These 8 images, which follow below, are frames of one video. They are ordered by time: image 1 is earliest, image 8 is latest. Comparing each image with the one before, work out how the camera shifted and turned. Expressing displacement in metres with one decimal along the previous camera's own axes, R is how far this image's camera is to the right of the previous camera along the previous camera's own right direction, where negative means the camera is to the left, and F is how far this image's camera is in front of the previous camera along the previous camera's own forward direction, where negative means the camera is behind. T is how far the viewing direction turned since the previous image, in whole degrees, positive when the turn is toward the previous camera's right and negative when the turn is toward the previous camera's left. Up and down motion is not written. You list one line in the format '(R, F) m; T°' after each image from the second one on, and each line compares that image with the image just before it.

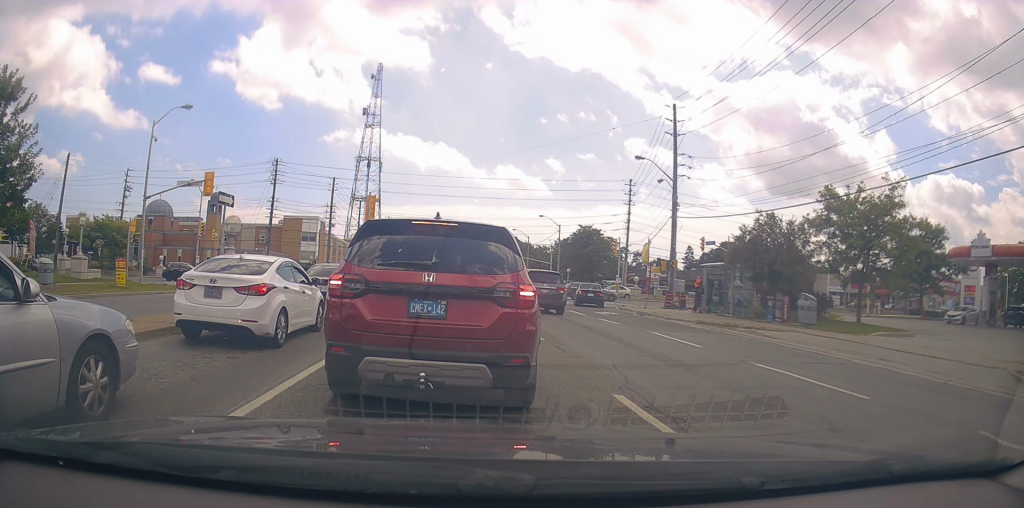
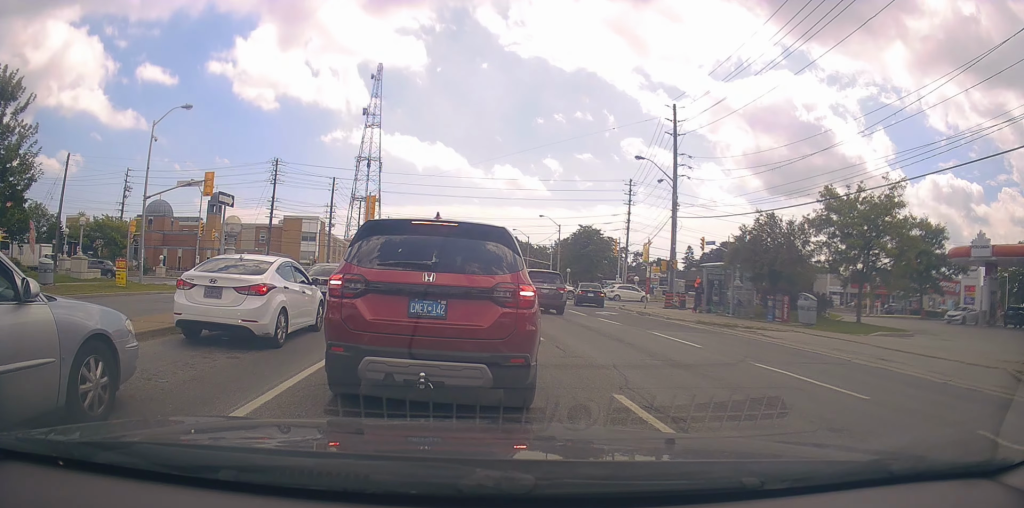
(0.0, 0.0) m; 0°
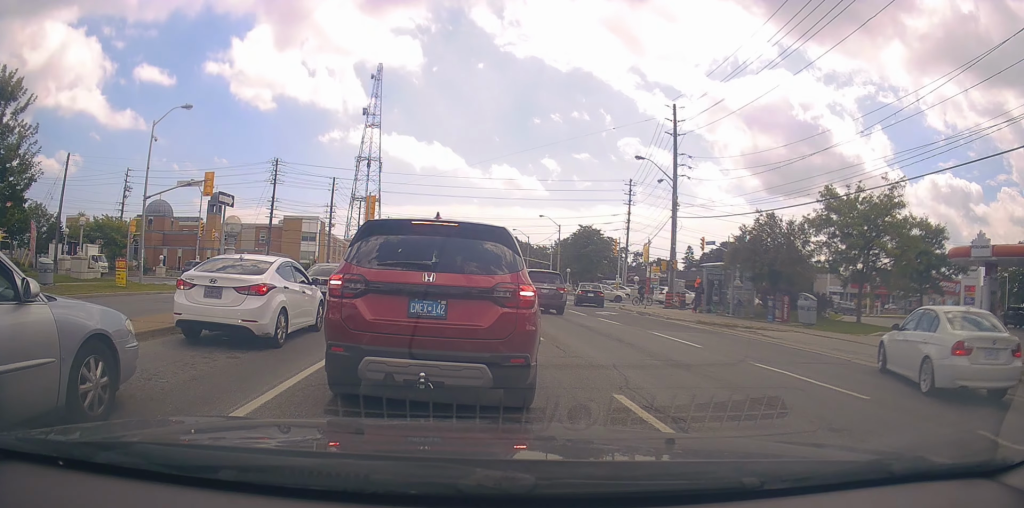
(0.0, 0.0) m; 0°
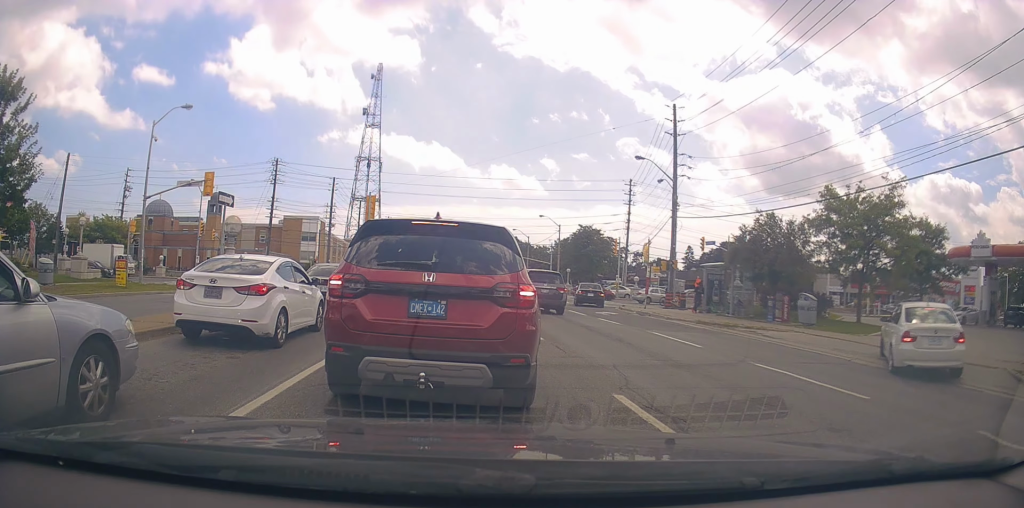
(0.0, 0.0) m; 0°
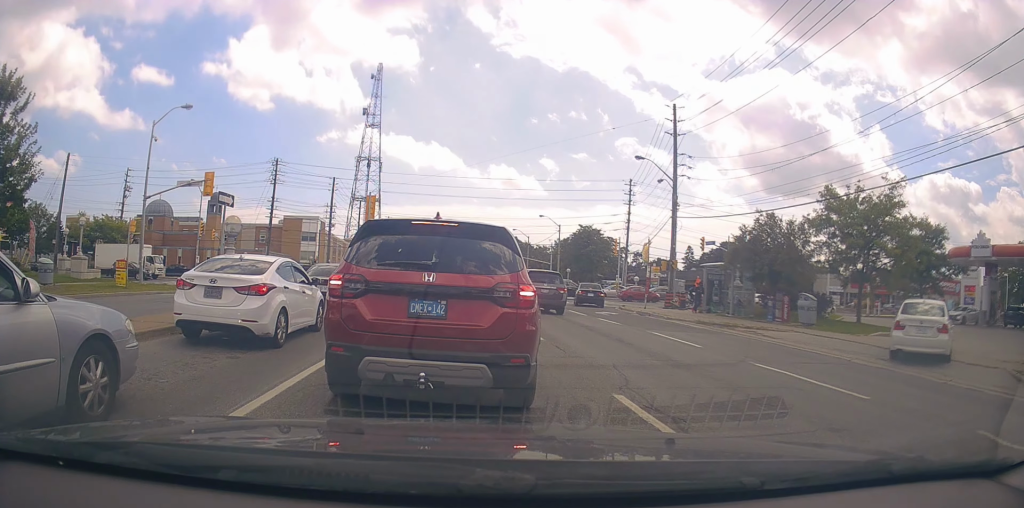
(0.0, 0.0) m; 0°
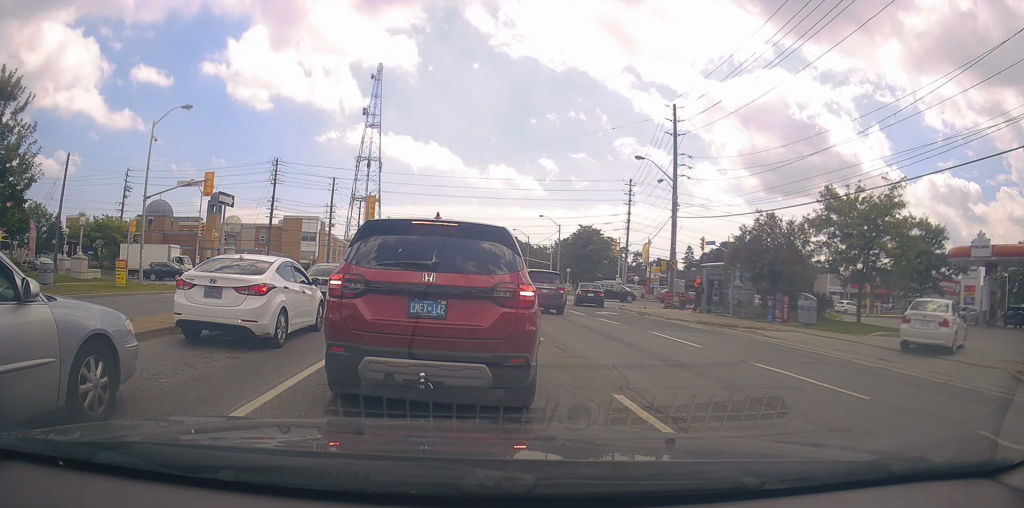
(0.0, 0.0) m; 0°
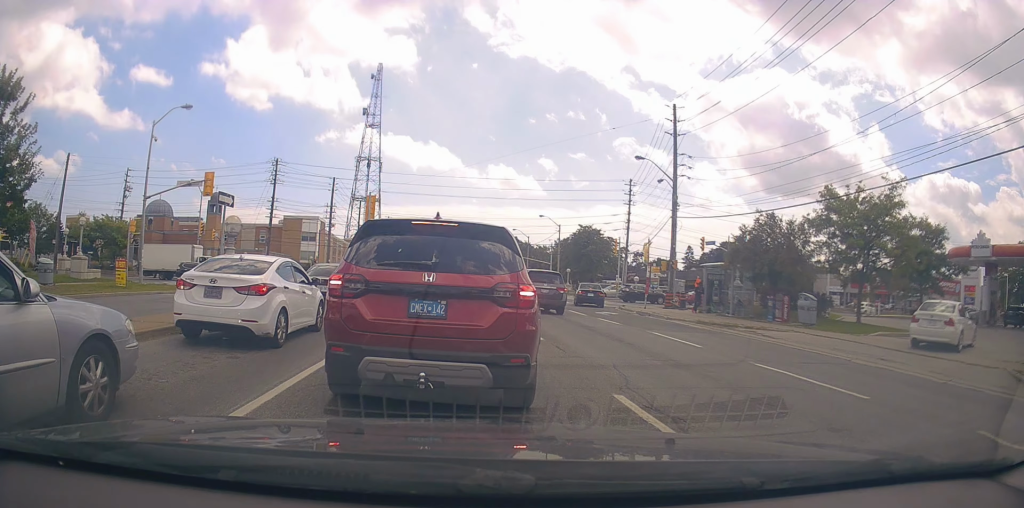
(0.0, 0.0) m; 0°
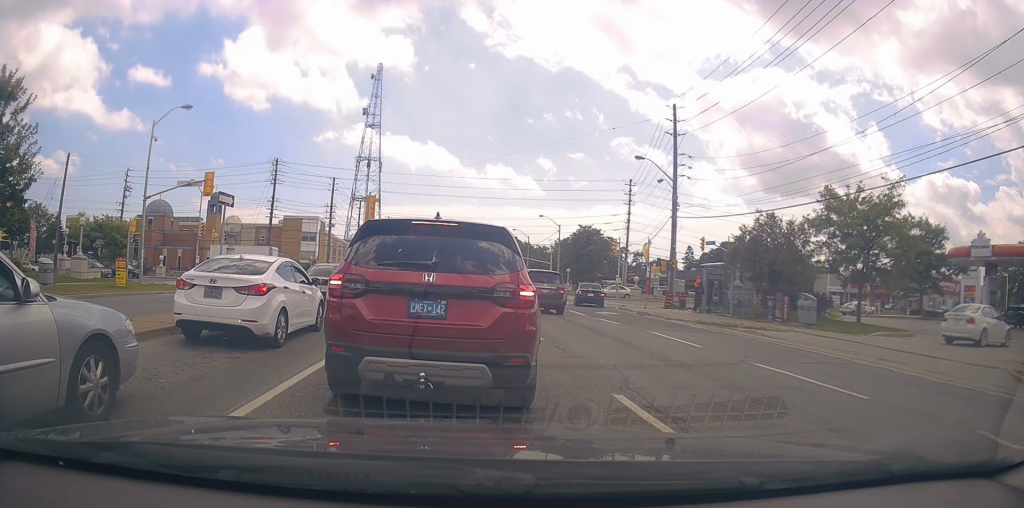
(0.0, 0.0) m; 0°
